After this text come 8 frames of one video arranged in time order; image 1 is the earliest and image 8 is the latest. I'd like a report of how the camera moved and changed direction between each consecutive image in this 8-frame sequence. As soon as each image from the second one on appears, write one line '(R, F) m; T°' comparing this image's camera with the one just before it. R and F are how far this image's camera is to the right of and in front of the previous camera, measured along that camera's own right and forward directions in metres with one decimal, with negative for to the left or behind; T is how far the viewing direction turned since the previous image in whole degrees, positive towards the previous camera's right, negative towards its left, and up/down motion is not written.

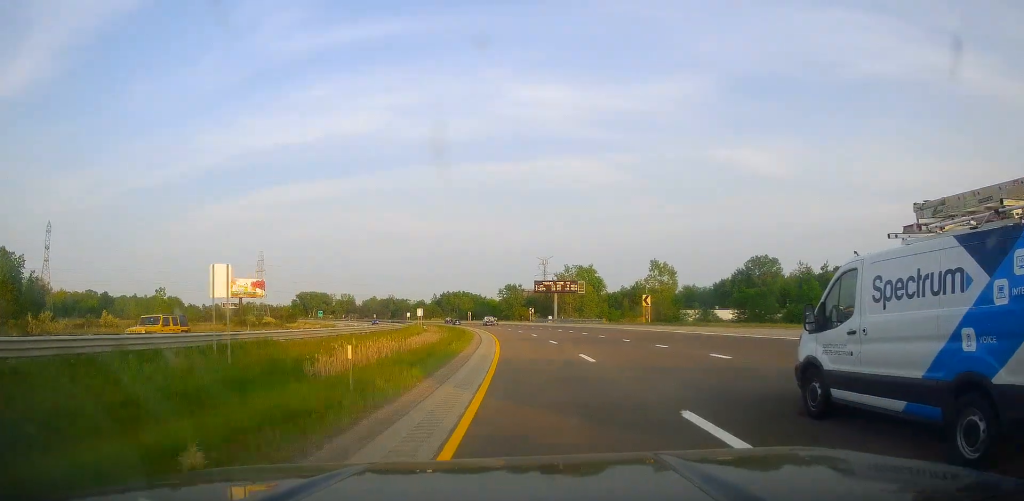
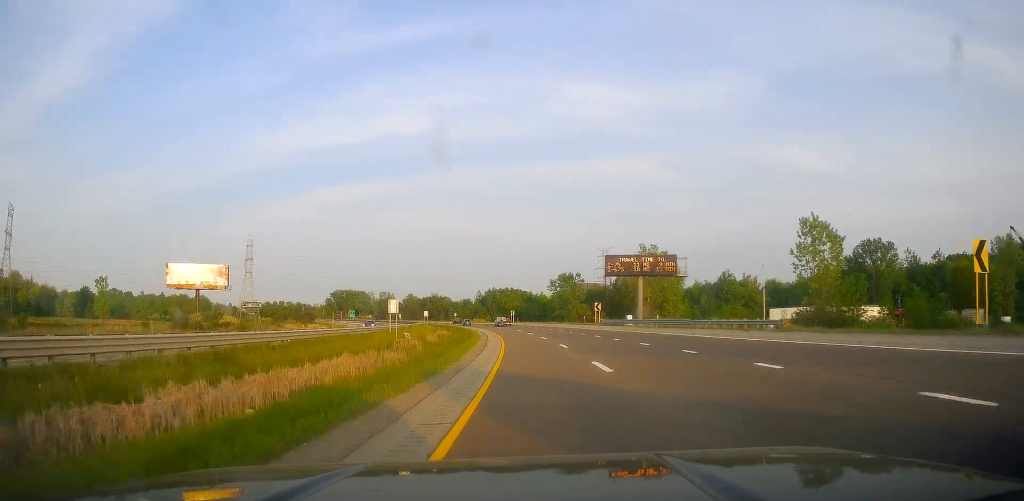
(-1.7, +48.9) m; -5°
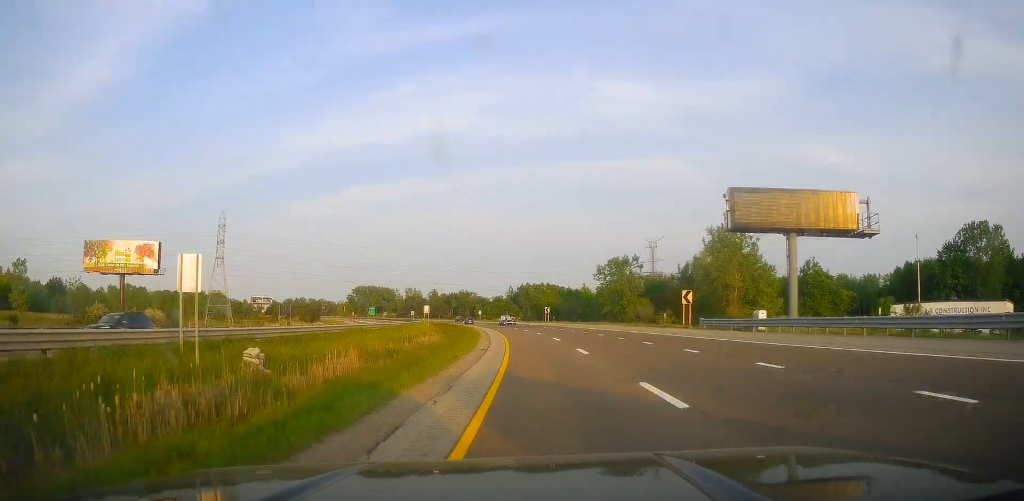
(-1.5, +37.0) m; -5°
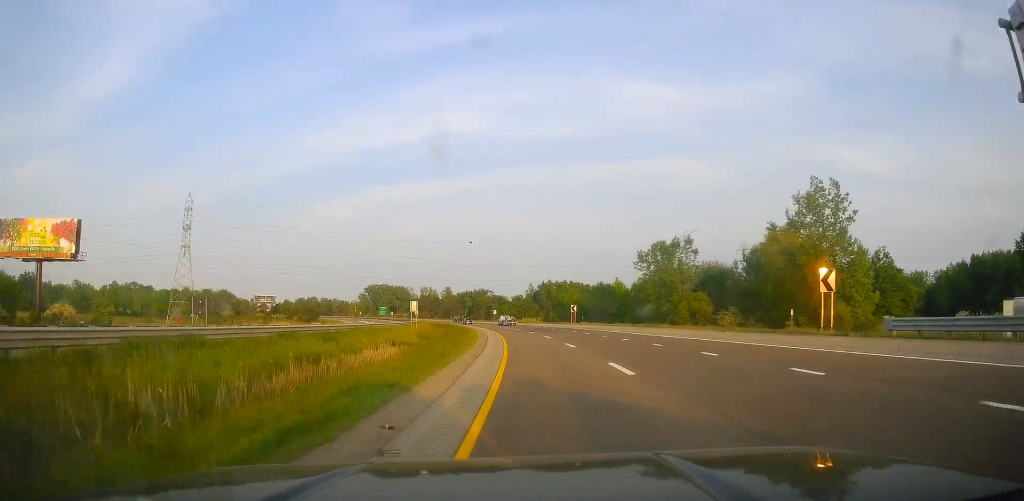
(-0.8, +24.3) m; -2°
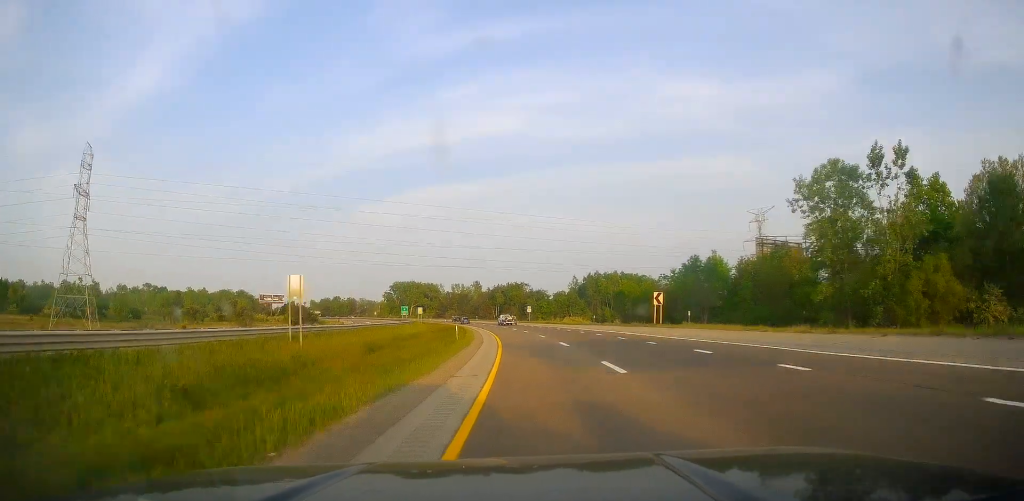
(-1.0, +44.4) m; -3°
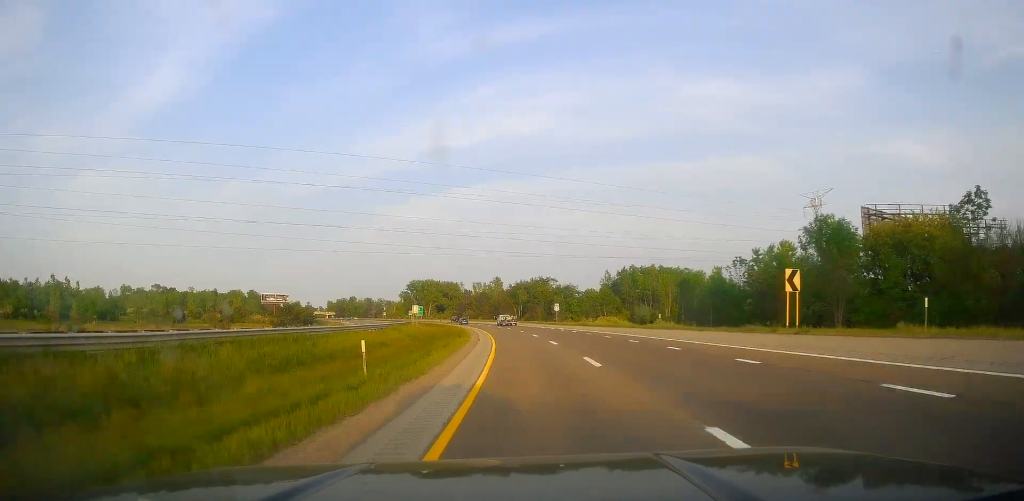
(-0.8, +27.4) m; -2°
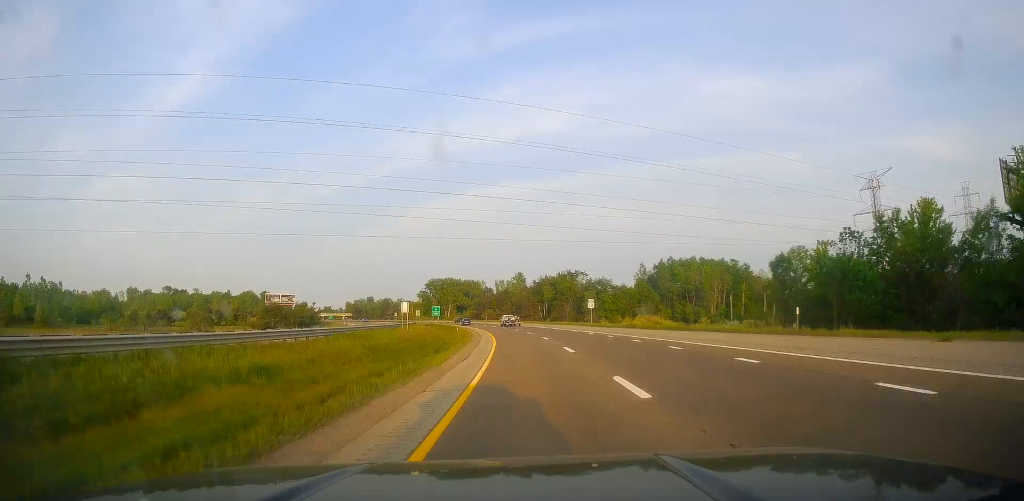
(-0.4, +22.7) m; -2°
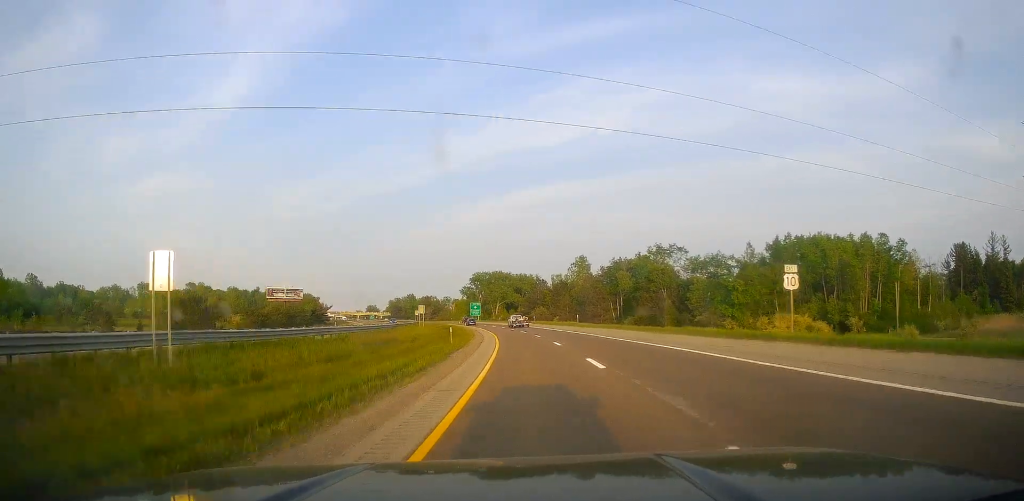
(-2.8, +53.9) m; -7°
